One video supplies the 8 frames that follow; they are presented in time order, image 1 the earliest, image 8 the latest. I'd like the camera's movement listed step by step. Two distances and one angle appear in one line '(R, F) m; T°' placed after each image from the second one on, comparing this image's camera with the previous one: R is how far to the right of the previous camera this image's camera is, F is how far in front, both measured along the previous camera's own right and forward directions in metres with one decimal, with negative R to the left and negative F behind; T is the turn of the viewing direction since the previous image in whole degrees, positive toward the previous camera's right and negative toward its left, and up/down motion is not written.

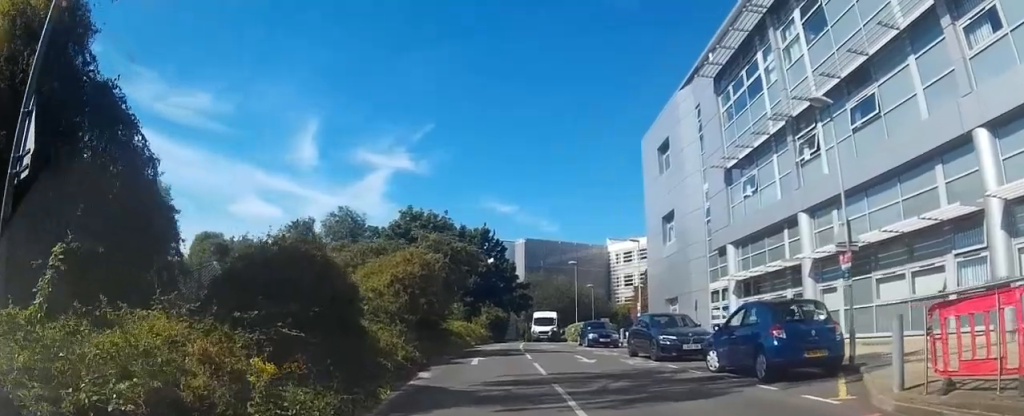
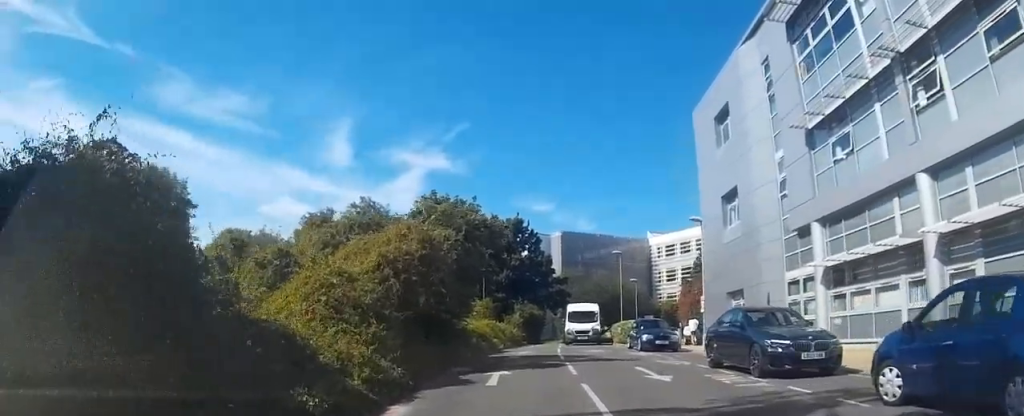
(-0.2, +5.8) m; -3°
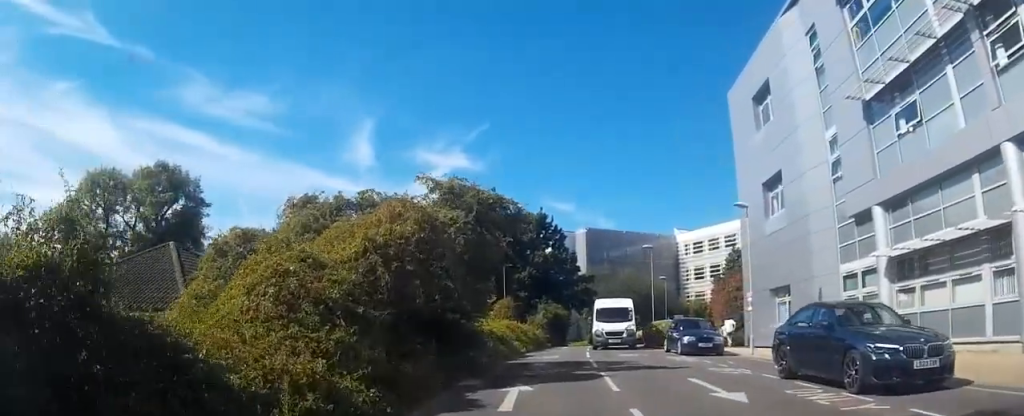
(-0.1, +3.4) m; 0°
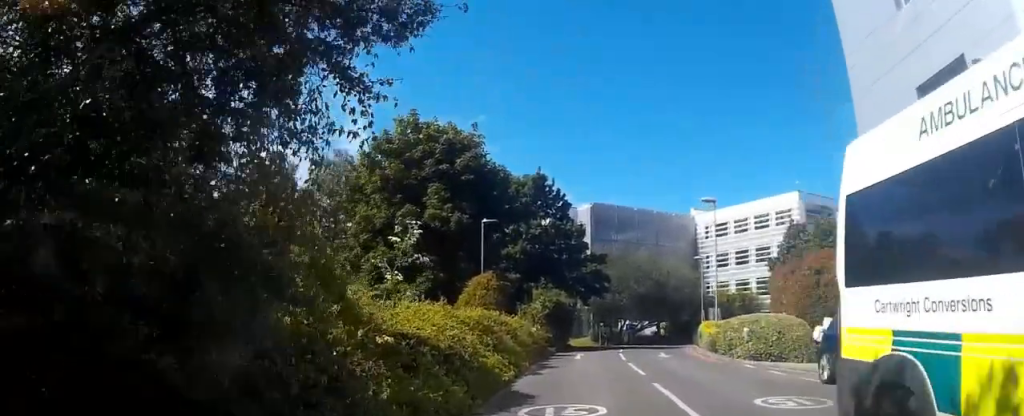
(+0.2, +14.9) m; +3°
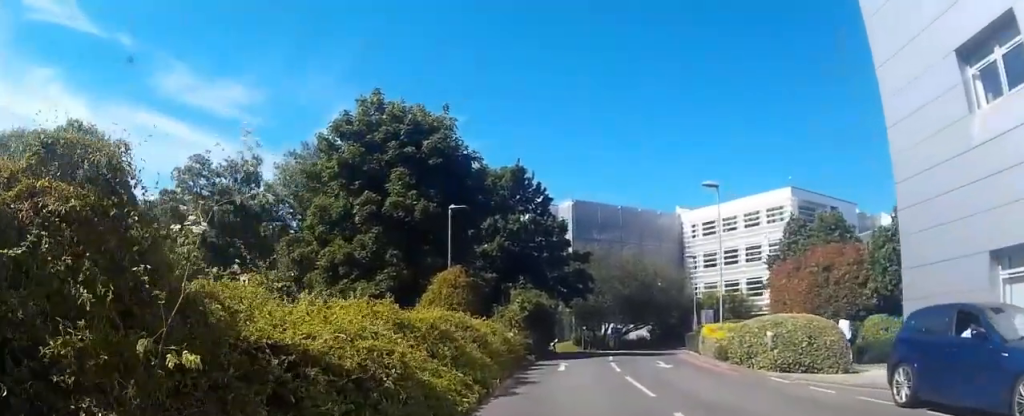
(+0.1, +3.6) m; +1°
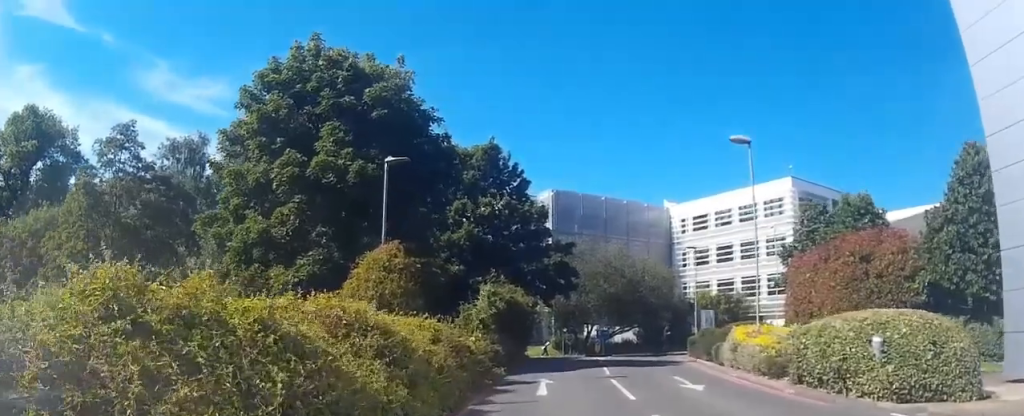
(0.0, +6.4) m; +1°
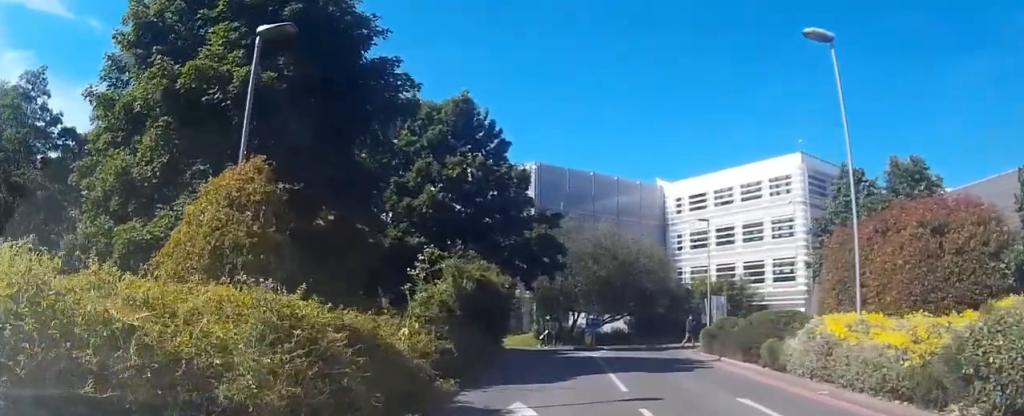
(+0.1, +6.8) m; +2°
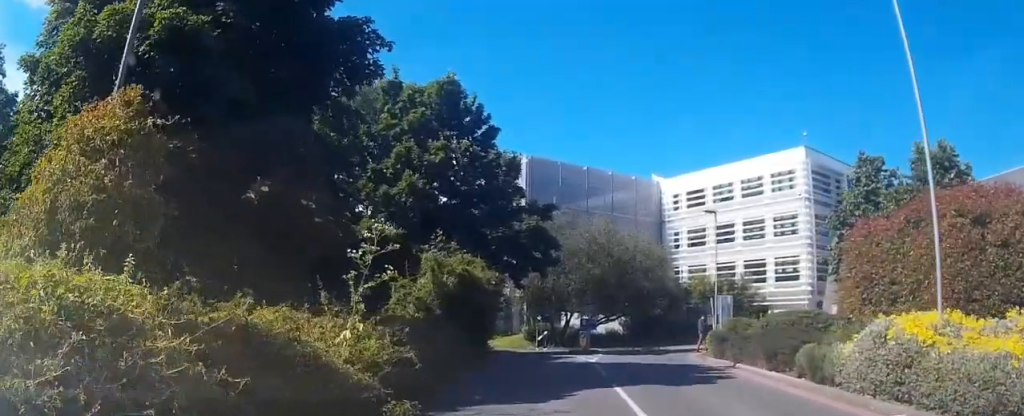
(+0.1, +2.9) m; +1°
